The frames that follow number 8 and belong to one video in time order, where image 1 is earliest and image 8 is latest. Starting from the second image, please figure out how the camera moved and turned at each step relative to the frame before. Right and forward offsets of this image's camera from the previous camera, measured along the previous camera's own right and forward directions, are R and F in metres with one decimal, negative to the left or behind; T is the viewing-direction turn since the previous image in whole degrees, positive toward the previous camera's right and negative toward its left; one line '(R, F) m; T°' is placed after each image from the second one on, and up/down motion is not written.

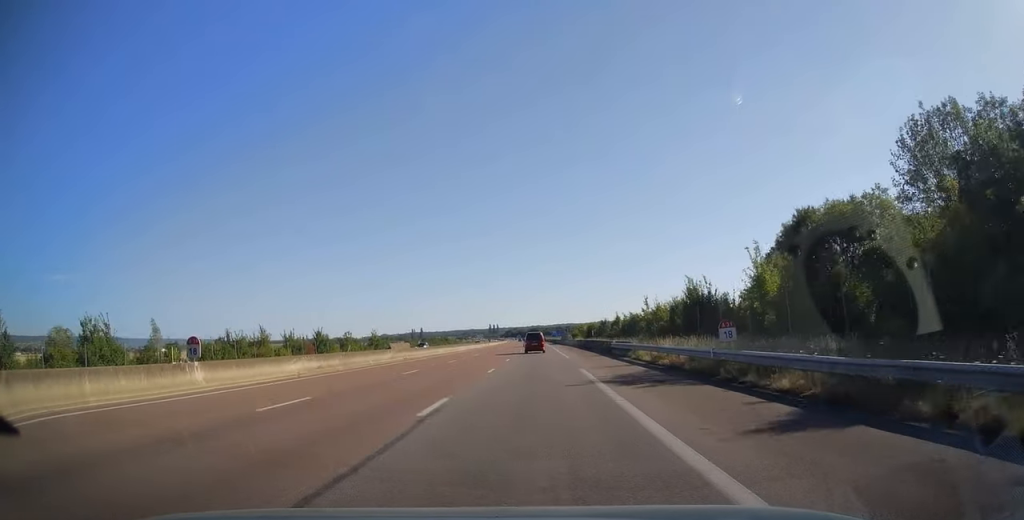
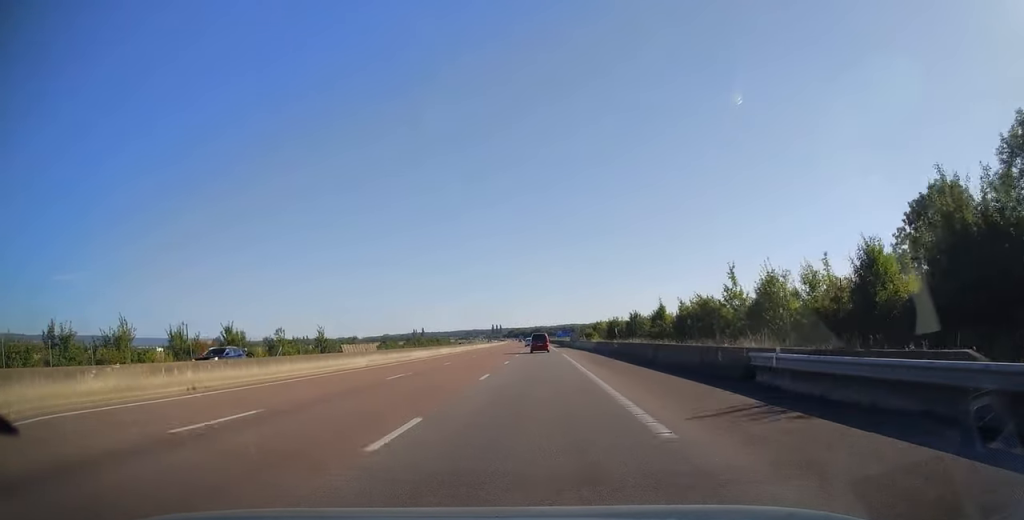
(+0.1, +29.1) m; 0°
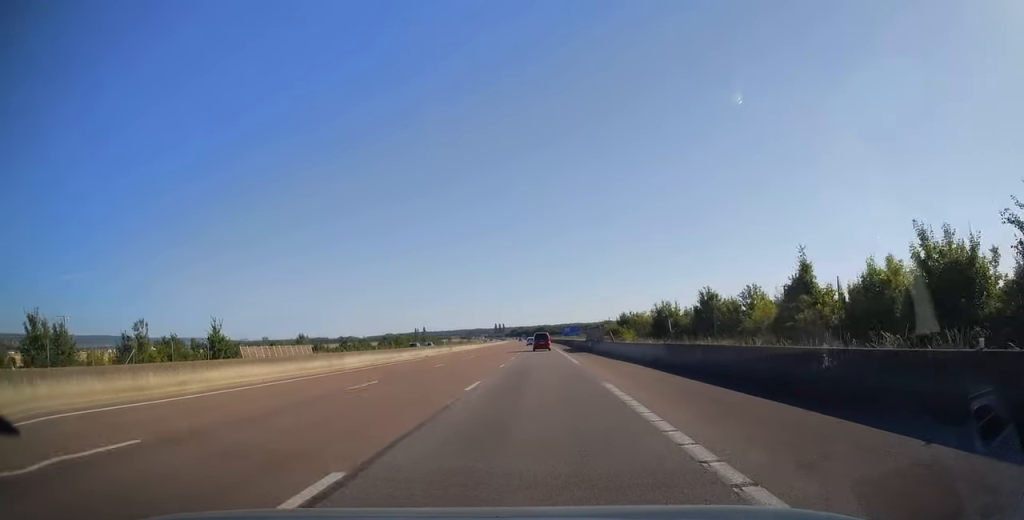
(-0.2, +30.2) m; -1°
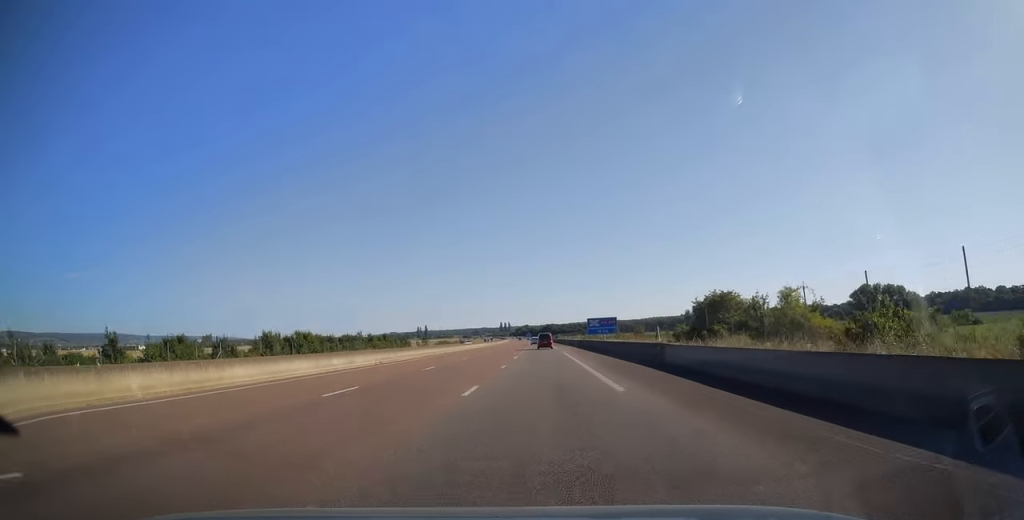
(-0.4, +66.7) m; -1°
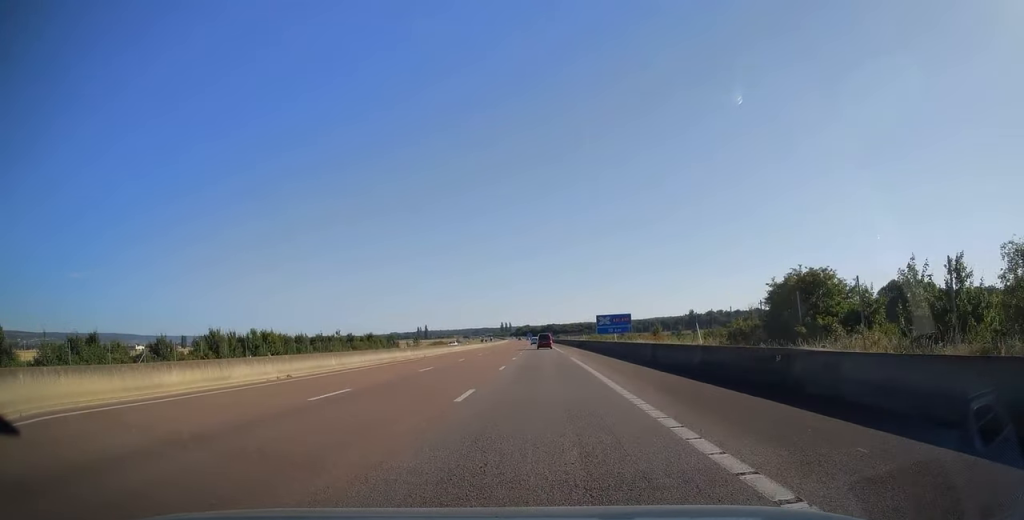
(0.0, +14.1) m; 0°
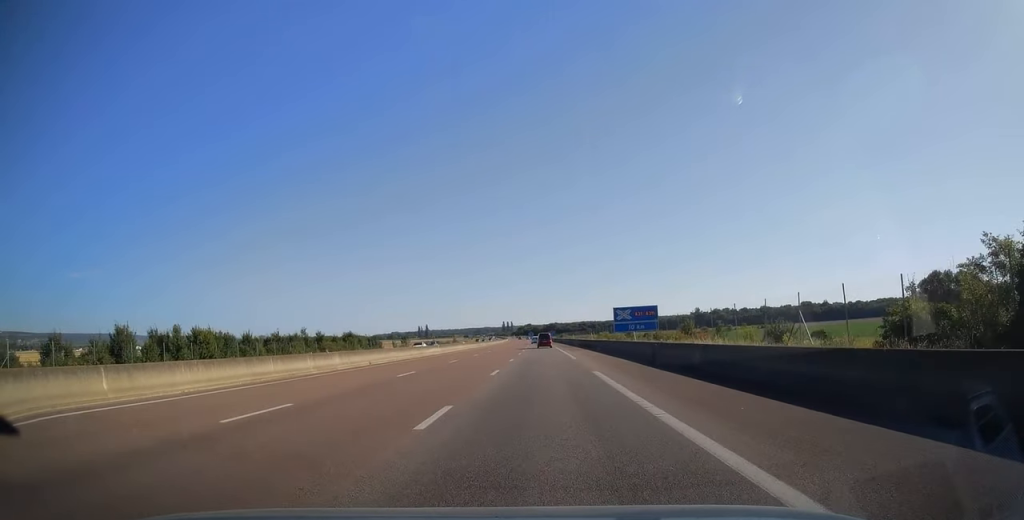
(0.0, +17.2) m; 0°
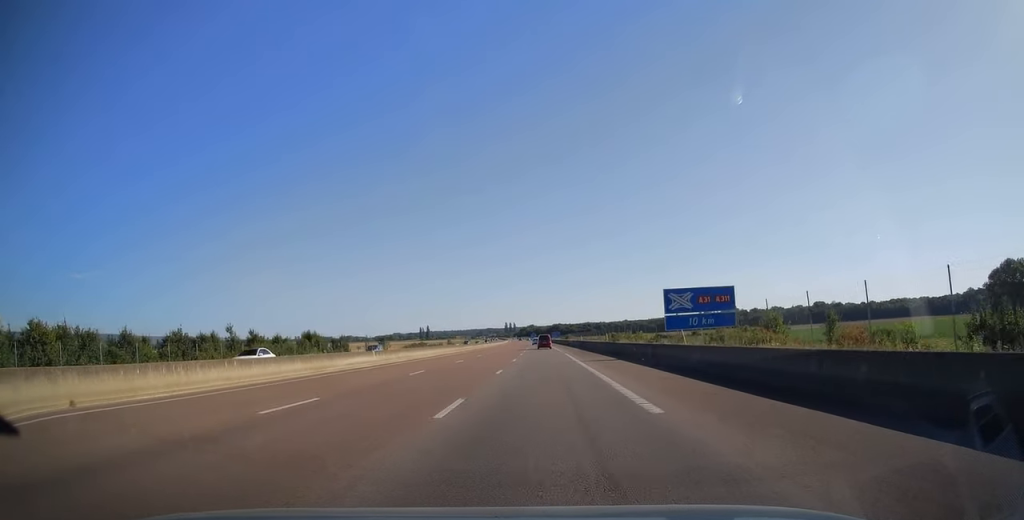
(-0.1, +24.4) m; 0°
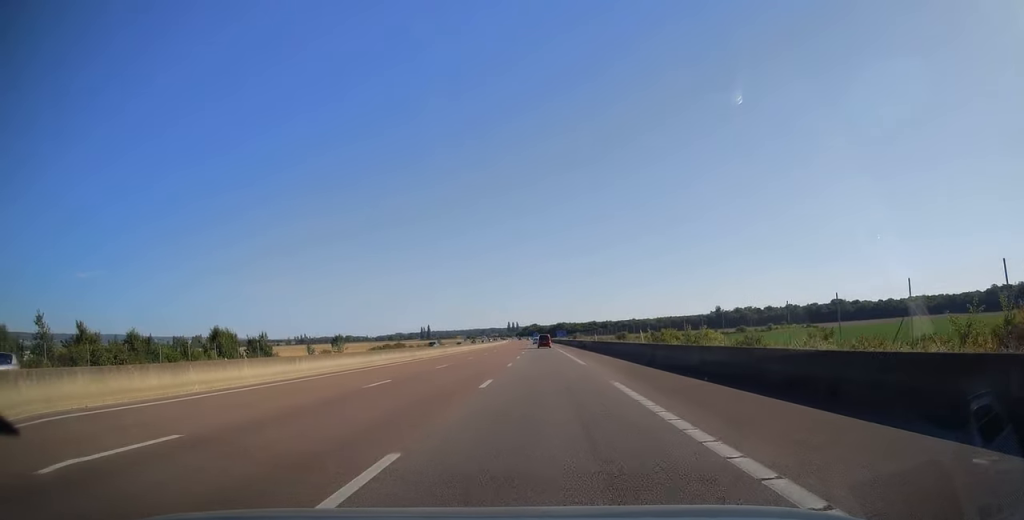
(-0.1, +32.1) m; 0°
